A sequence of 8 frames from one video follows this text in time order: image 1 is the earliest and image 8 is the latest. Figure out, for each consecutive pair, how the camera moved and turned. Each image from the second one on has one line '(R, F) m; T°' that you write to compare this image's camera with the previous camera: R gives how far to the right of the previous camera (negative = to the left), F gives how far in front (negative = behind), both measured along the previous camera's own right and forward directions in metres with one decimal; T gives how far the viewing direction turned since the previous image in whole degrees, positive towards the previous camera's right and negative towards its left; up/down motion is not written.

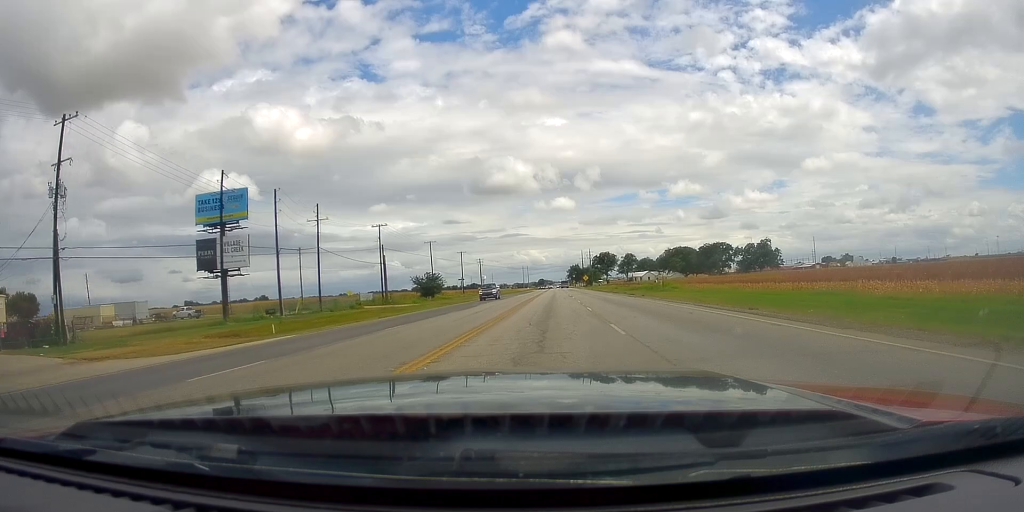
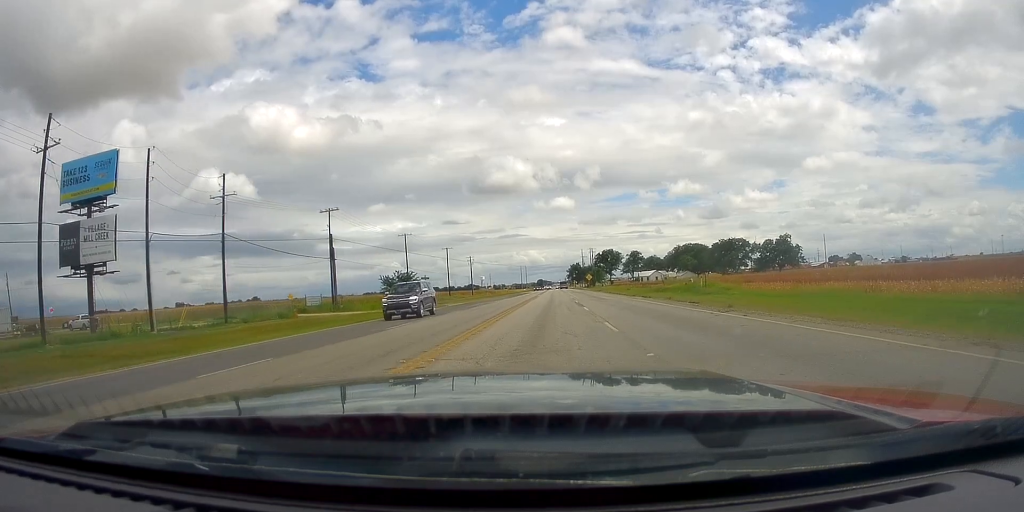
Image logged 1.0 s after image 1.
(0.0, +22.6) m; 0°
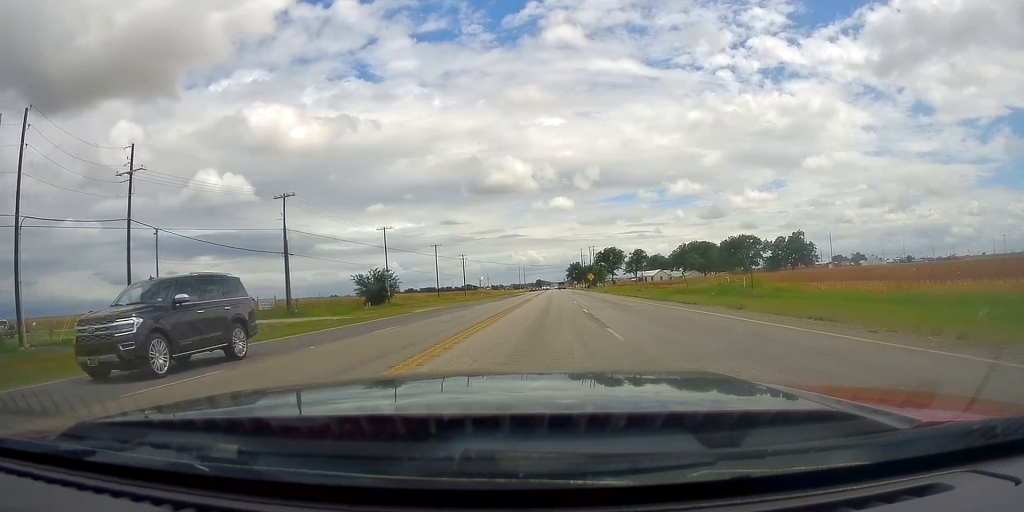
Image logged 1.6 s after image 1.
(0.0, +13.9) m; 0°
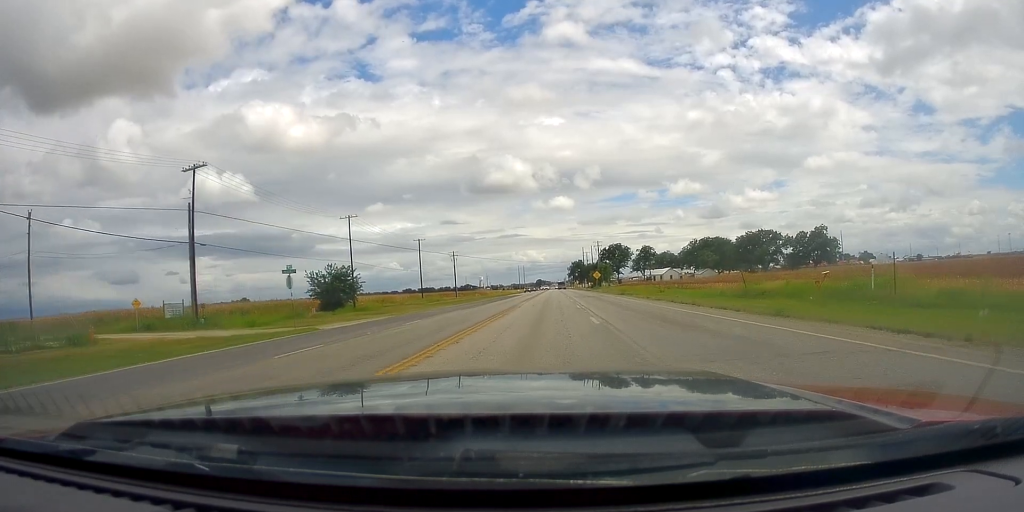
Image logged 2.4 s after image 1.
(0.0, +19.2) m; 0°
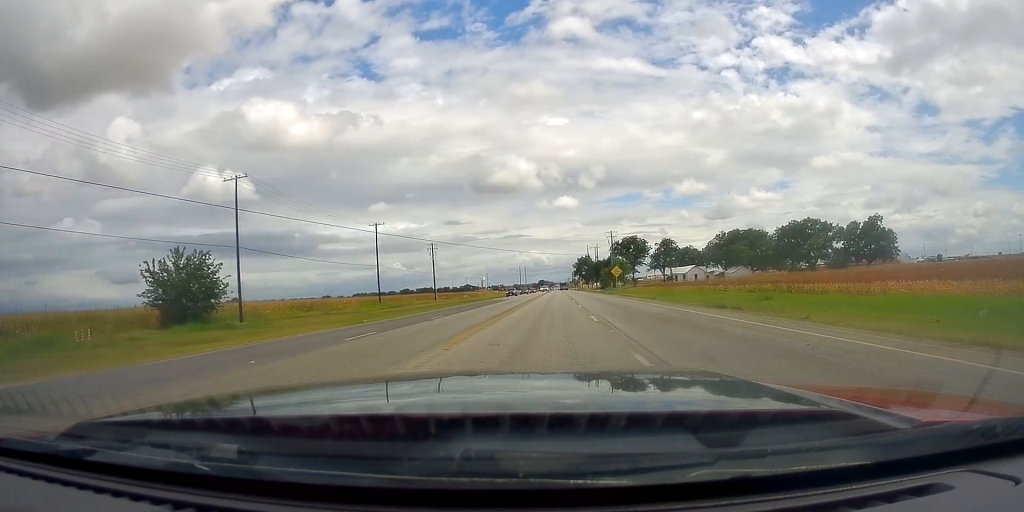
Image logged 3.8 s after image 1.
(+0.4, +35.2) m; +1°
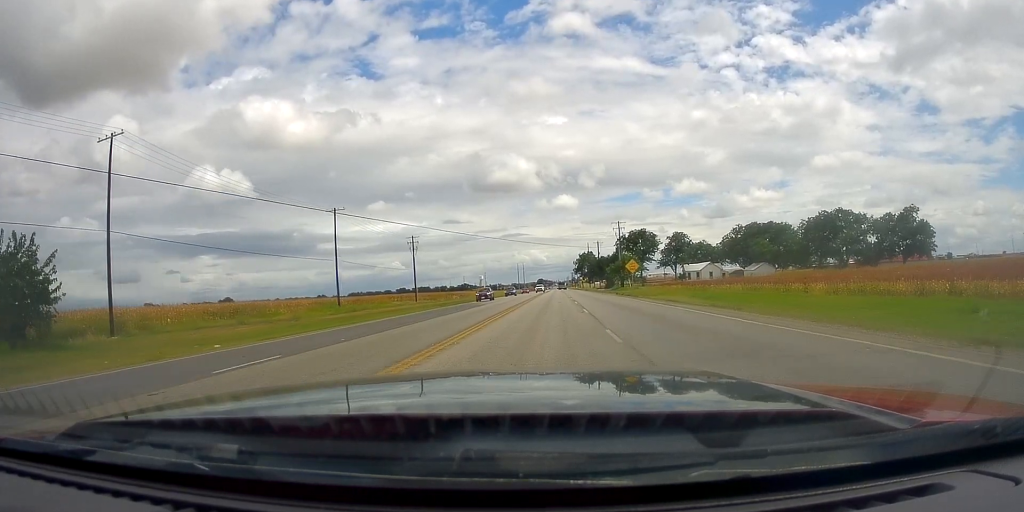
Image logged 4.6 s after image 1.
(+0.2, +19.5) m; 0°
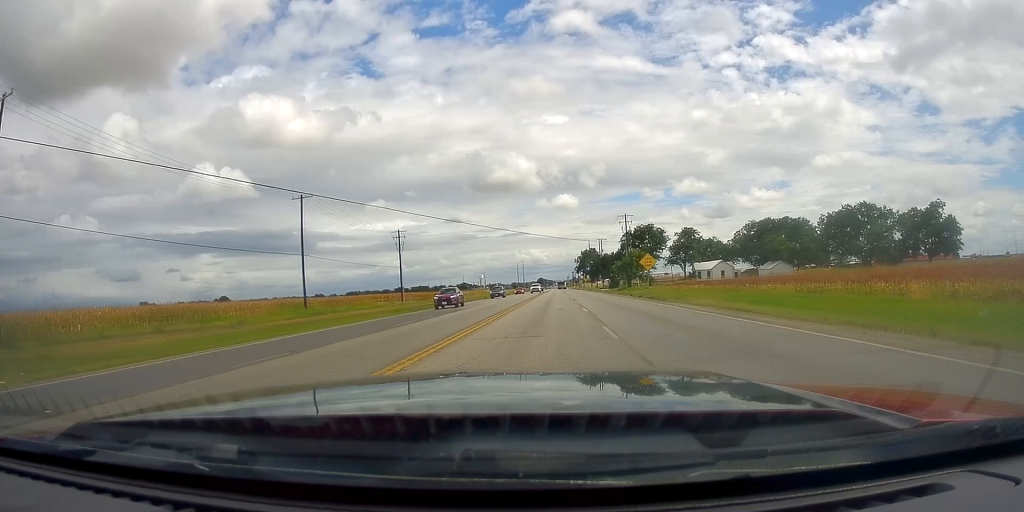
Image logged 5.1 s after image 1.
(-0.2, +11.8) m; -1°
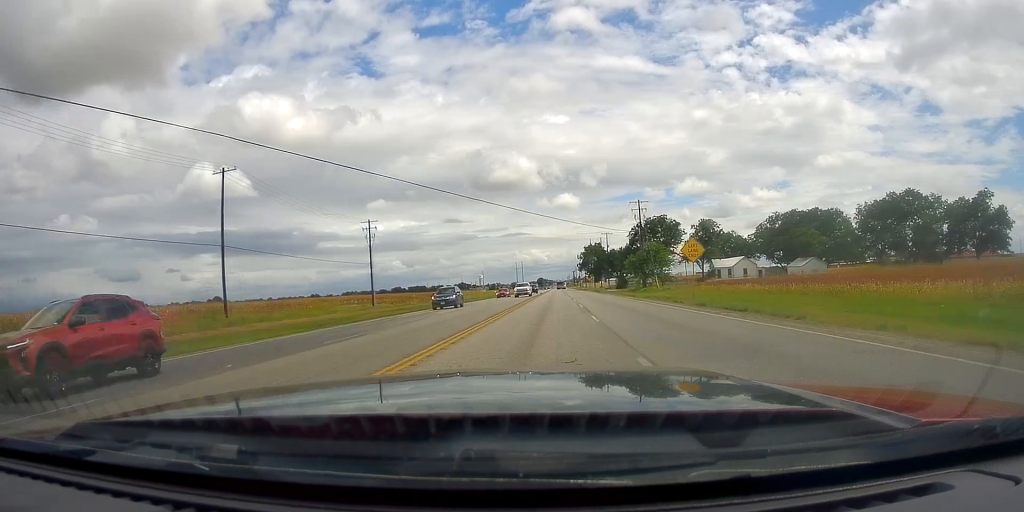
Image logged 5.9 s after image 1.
(-0.1, +19.1) m; 0°
